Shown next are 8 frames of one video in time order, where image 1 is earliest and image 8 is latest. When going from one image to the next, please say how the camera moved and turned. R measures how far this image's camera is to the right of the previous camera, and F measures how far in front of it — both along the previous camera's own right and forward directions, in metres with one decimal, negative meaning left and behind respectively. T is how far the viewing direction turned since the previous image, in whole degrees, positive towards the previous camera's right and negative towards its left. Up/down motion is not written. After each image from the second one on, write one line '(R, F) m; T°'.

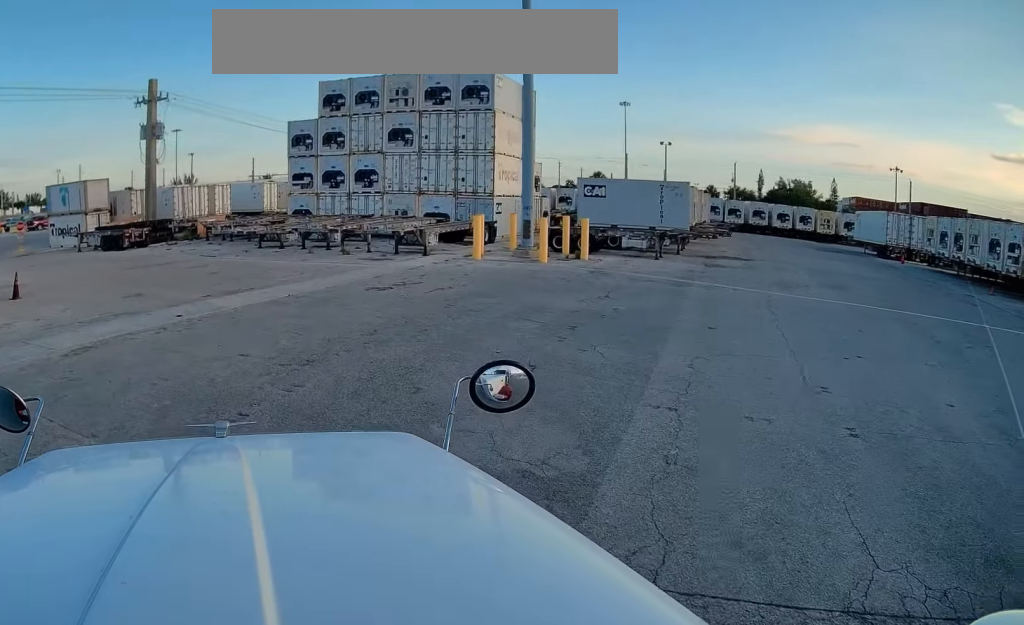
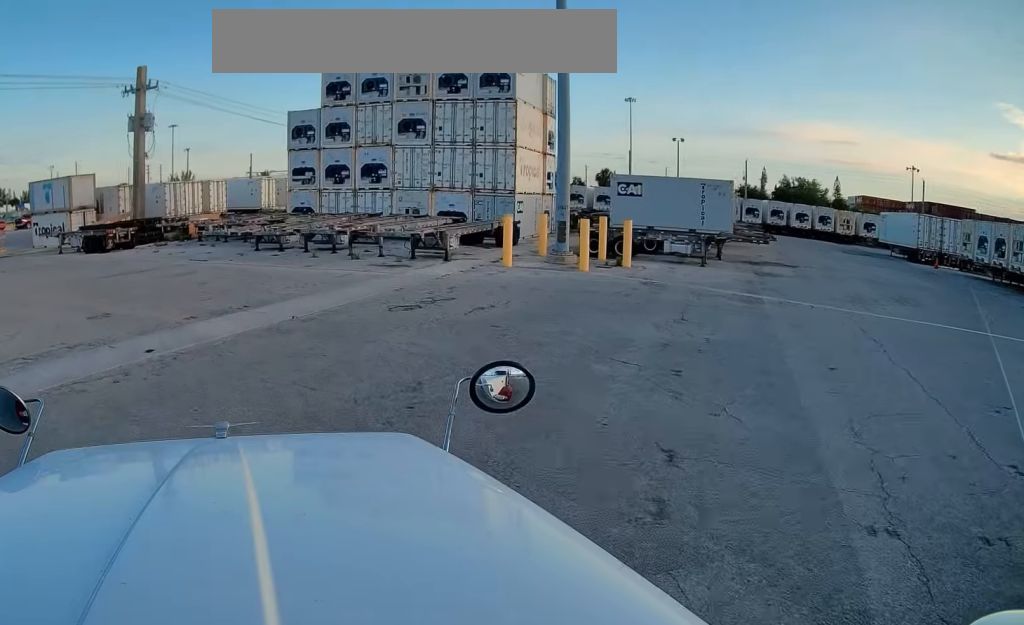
(-0.1, +4.5) m; -1°
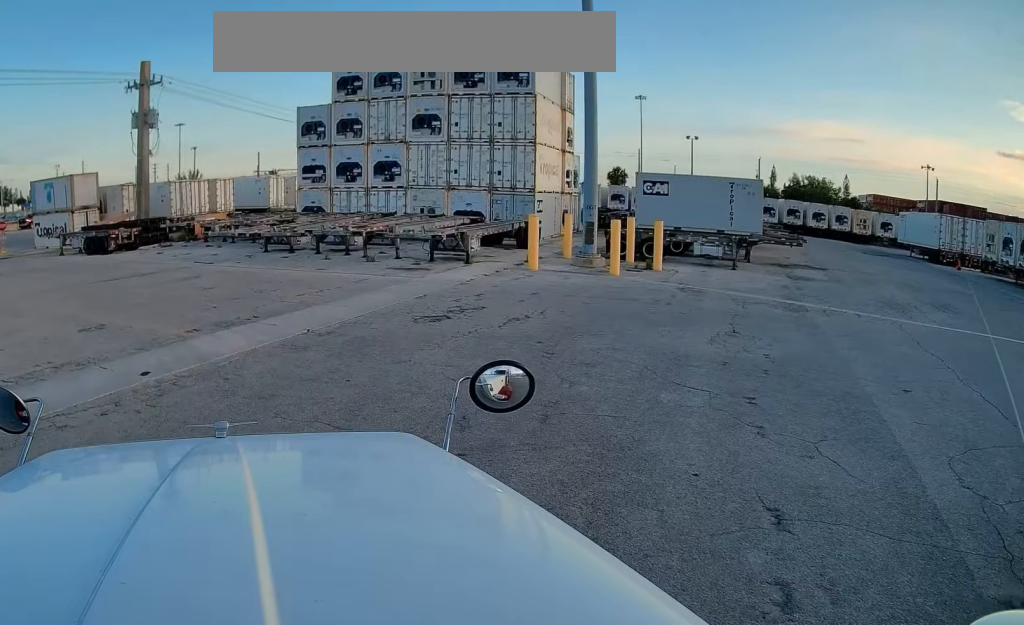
(0.0, +1.7) m; 0°
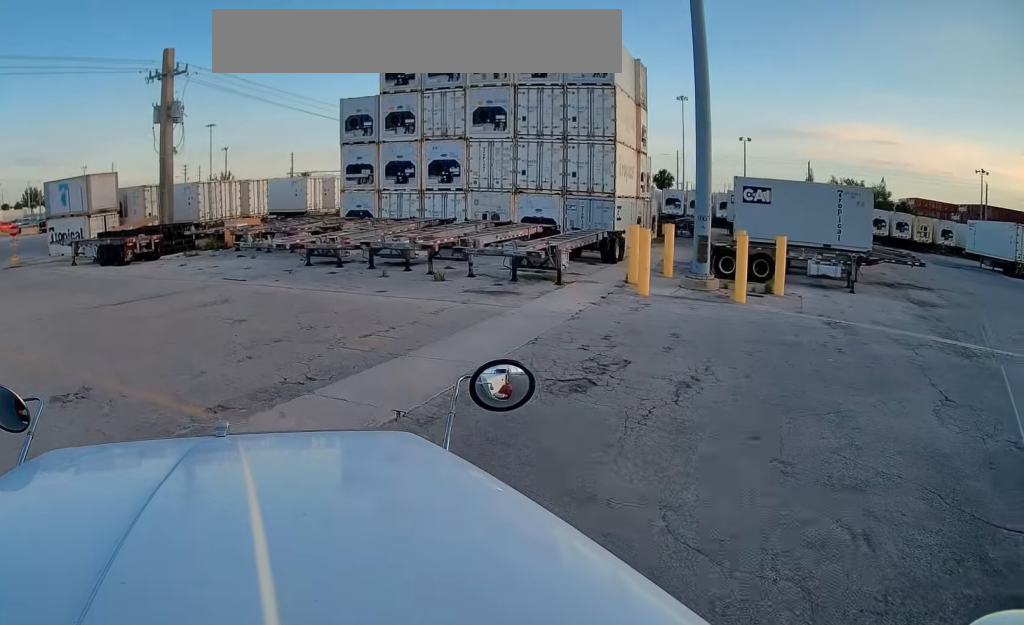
(0.0, +4.5) m; -2°
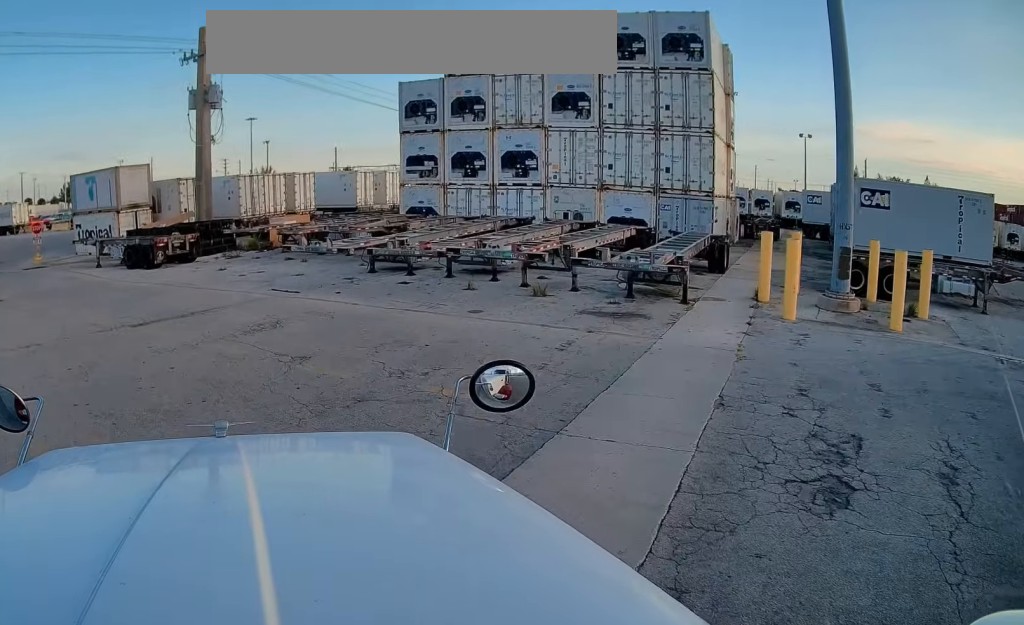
(-0.1, +4.2) m; -7°
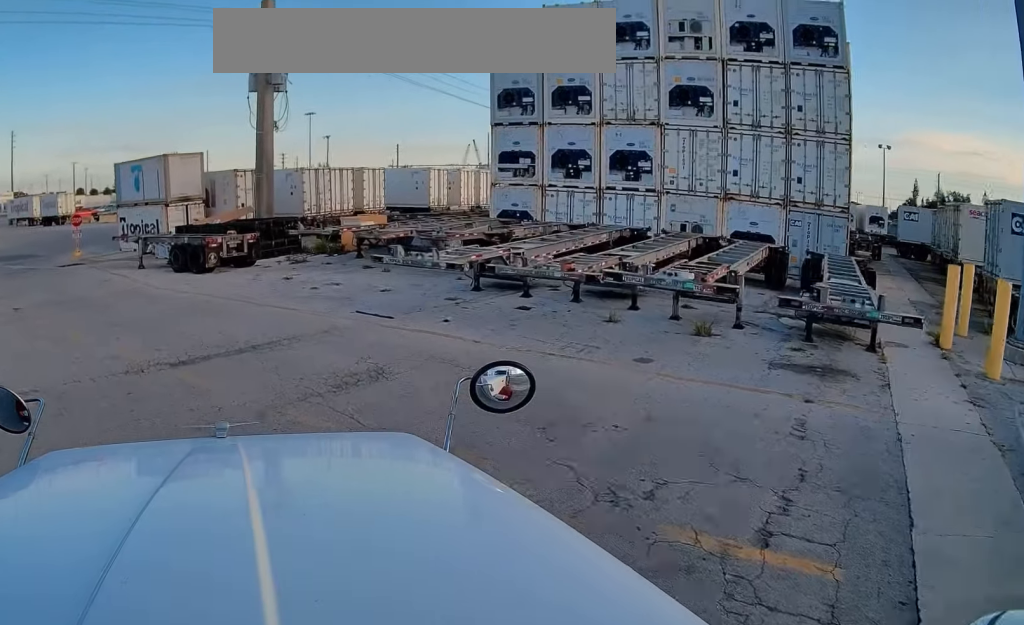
(-0.4, +4.2) m; -9°
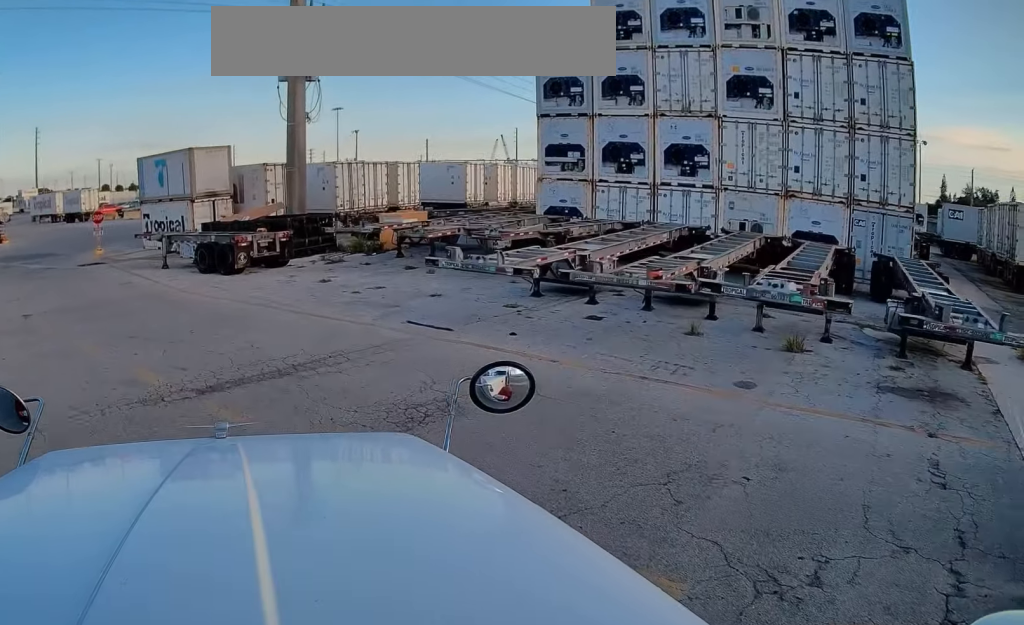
(0.0, +1.7) m; -1°
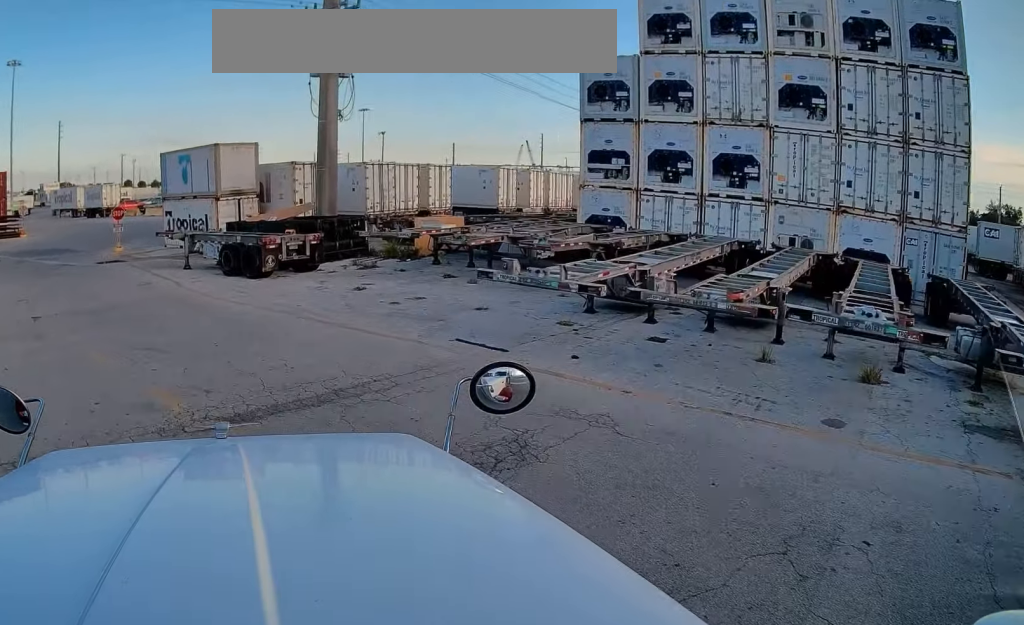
(0.0, +1.4) m; -1°
